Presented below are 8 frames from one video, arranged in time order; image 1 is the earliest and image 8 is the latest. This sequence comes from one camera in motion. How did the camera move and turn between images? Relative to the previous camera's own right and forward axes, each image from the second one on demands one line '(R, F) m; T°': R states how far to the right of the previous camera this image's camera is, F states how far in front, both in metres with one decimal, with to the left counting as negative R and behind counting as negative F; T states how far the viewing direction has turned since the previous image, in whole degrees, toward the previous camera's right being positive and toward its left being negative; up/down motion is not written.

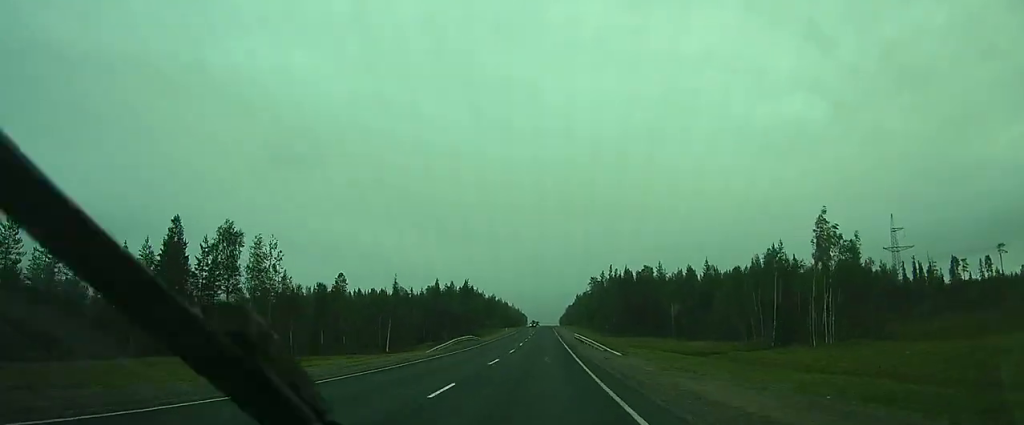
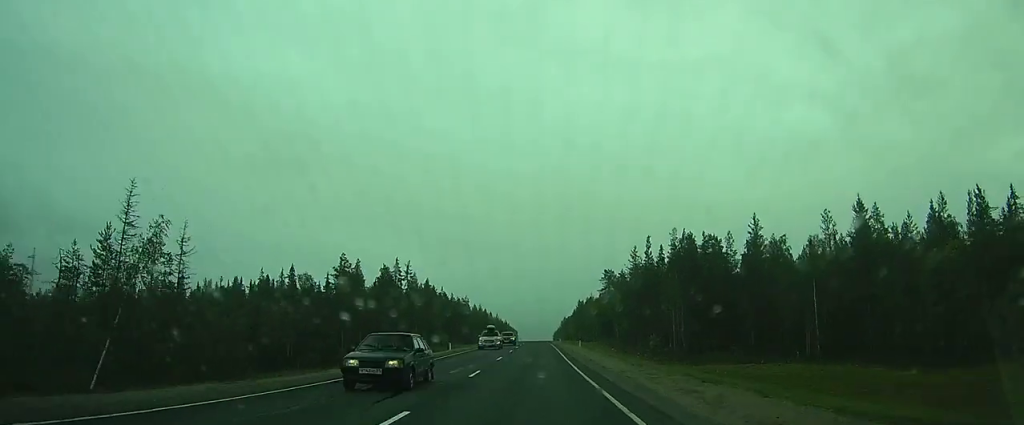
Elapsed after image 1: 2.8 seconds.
(+0.4, +63.5) m; +1°
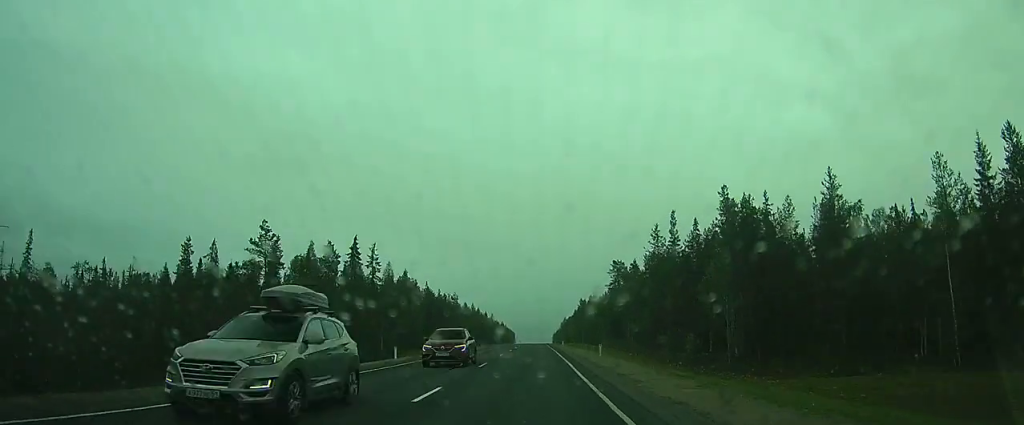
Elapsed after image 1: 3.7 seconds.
(0.0, +19.5) m; 0°
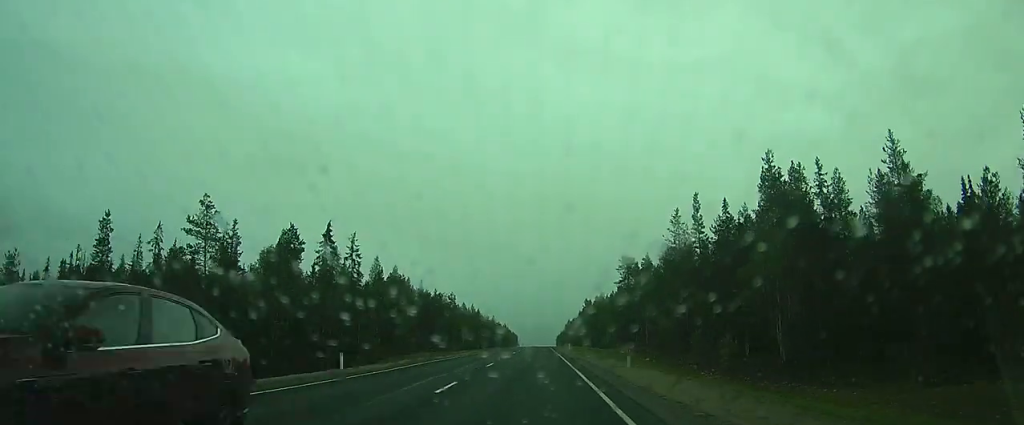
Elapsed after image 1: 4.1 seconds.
(0.0, +9.8) m; 0°
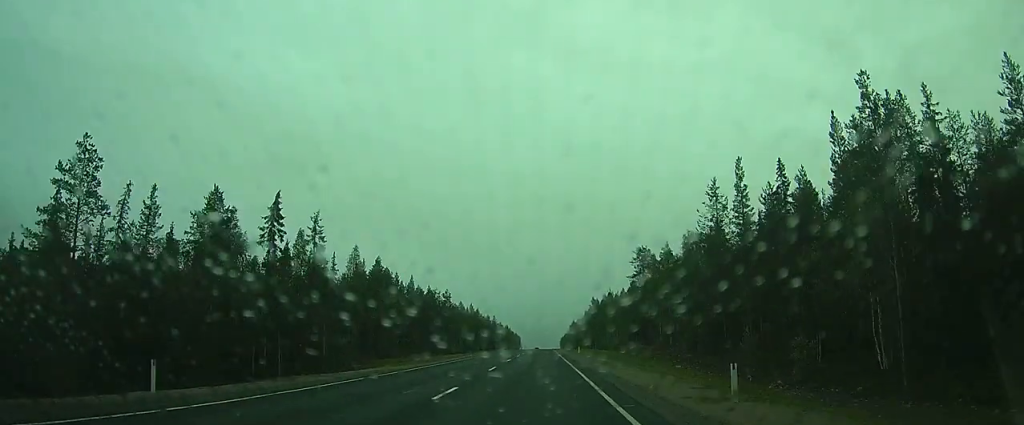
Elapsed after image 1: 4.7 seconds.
(0.0, +12.8) m; 0°
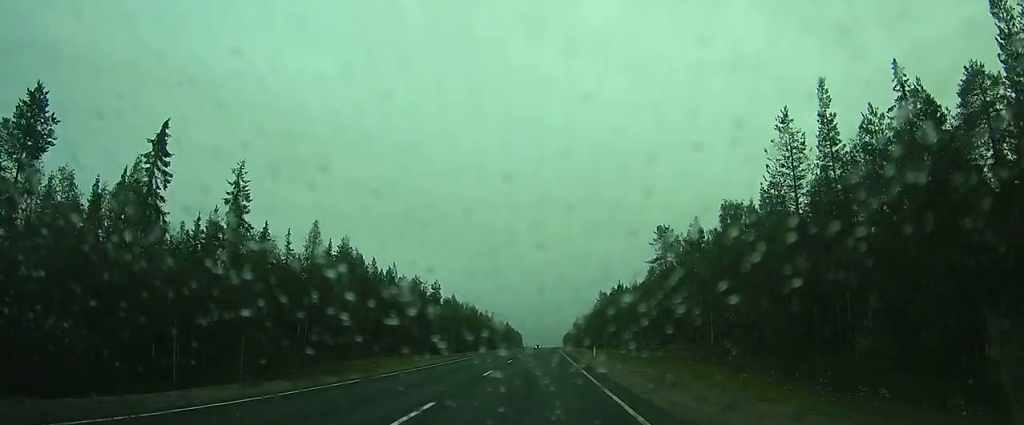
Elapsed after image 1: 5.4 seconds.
(0.0, +16.0) m; 0°
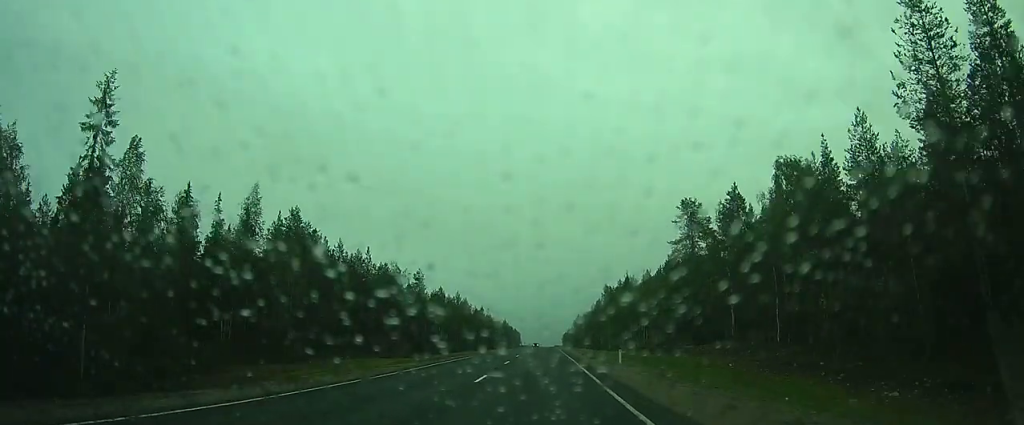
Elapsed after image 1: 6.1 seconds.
(-0.1, +15.3) m; 0°
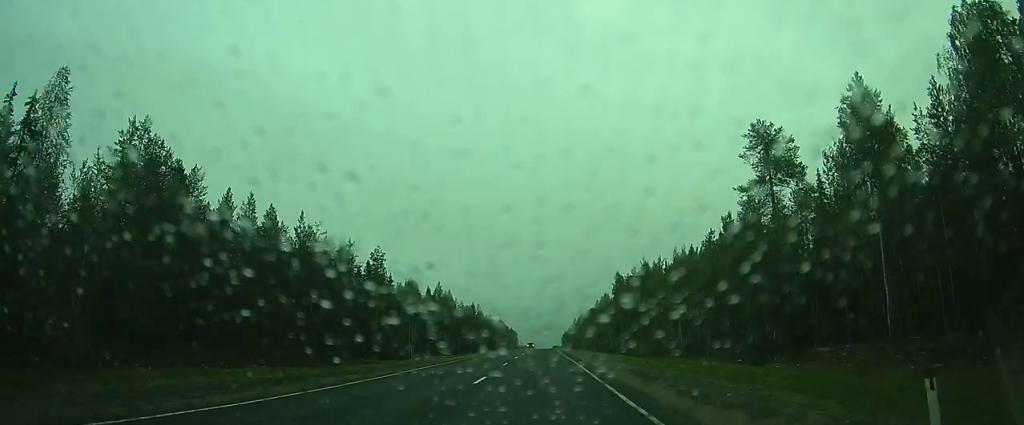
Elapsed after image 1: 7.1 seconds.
(-0.1, +24.6) m; 0°
